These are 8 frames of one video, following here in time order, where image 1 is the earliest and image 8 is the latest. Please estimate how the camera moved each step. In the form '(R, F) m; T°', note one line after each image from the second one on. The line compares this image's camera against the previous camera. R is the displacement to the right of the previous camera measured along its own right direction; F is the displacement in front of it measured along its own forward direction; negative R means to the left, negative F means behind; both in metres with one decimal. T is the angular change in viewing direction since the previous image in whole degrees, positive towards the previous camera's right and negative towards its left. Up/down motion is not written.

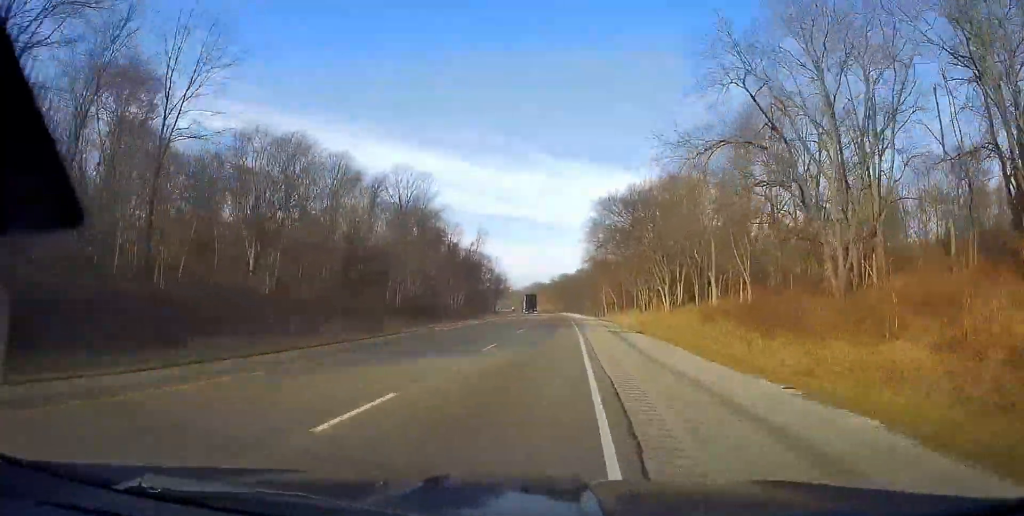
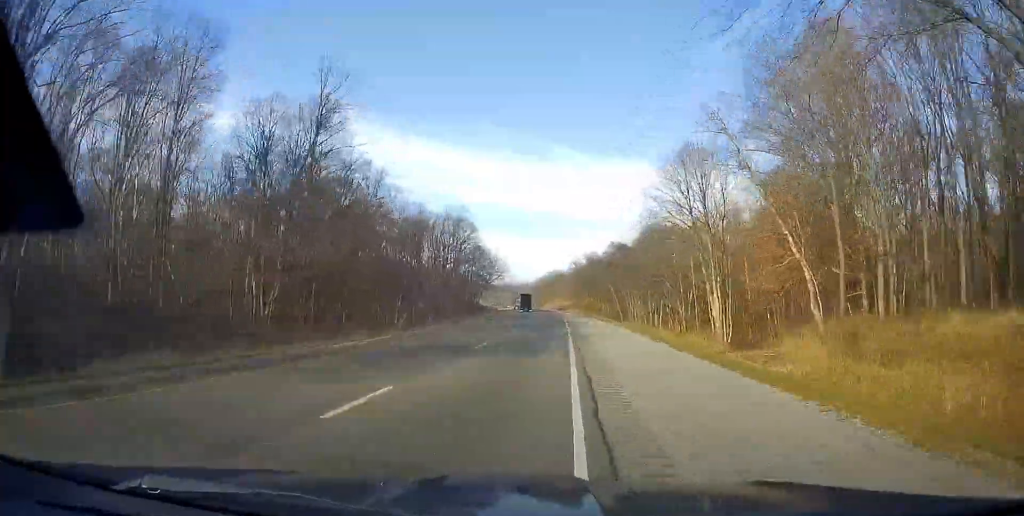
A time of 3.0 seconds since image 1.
(-3.4, +97.1) m; -3°
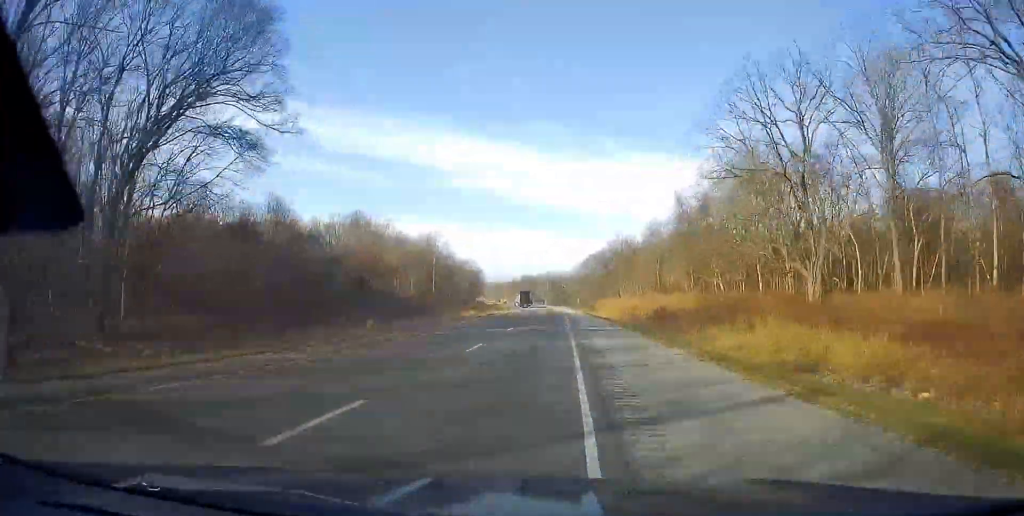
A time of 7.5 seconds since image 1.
(-6.5, +148.9) m; -5°
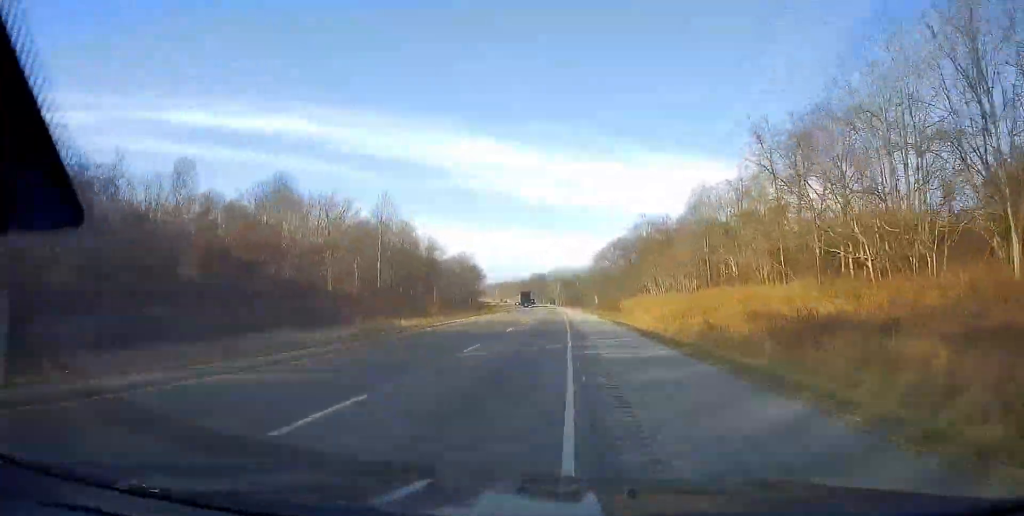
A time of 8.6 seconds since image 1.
(+0.1, +36.3) m; -1°
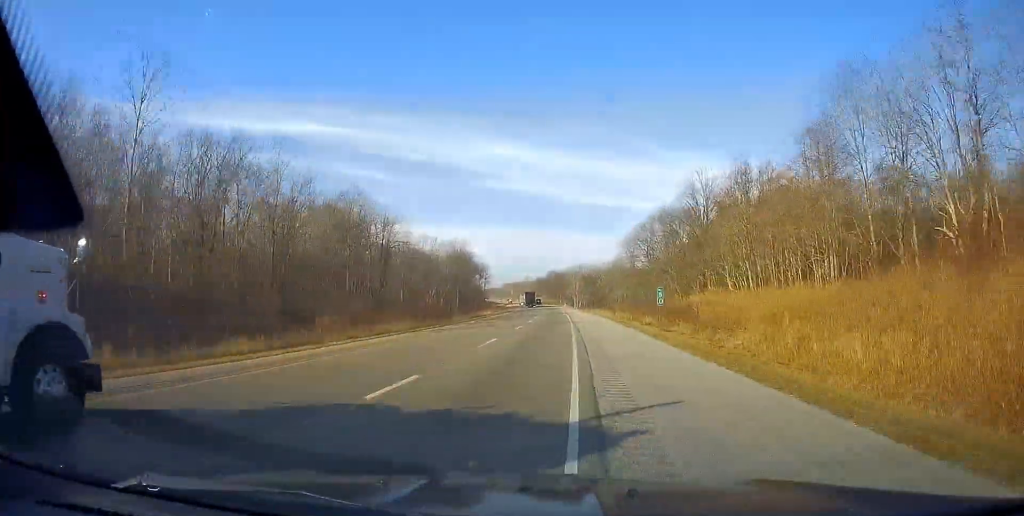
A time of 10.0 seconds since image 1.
(-1.0, +46.0) m; -2°
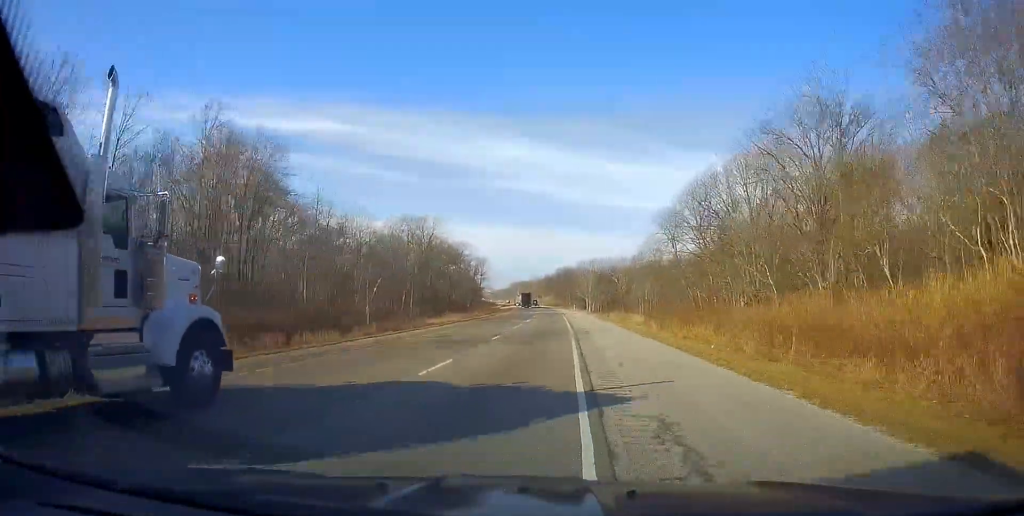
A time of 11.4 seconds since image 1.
(-0.7, +46.0) m; -2°
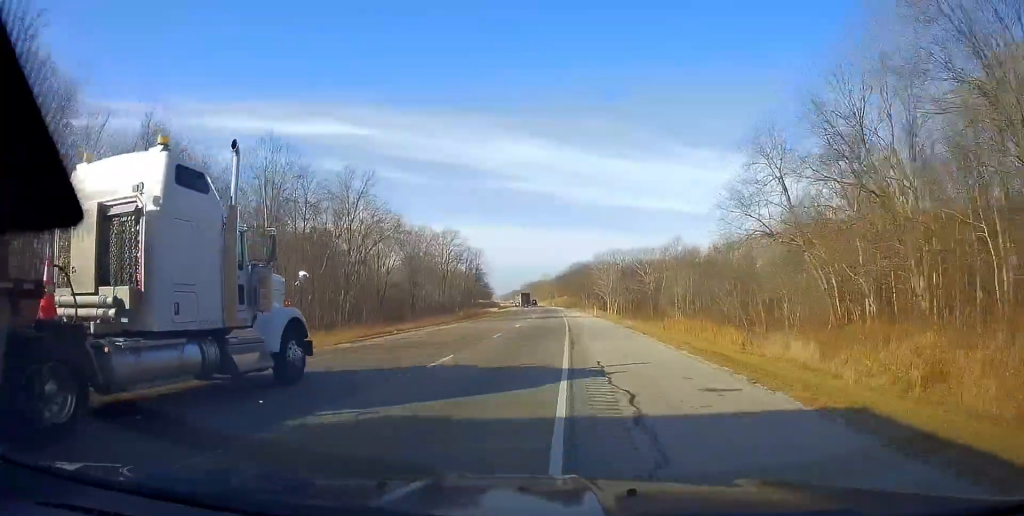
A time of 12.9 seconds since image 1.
(-0.4, +48.1) m; -1°
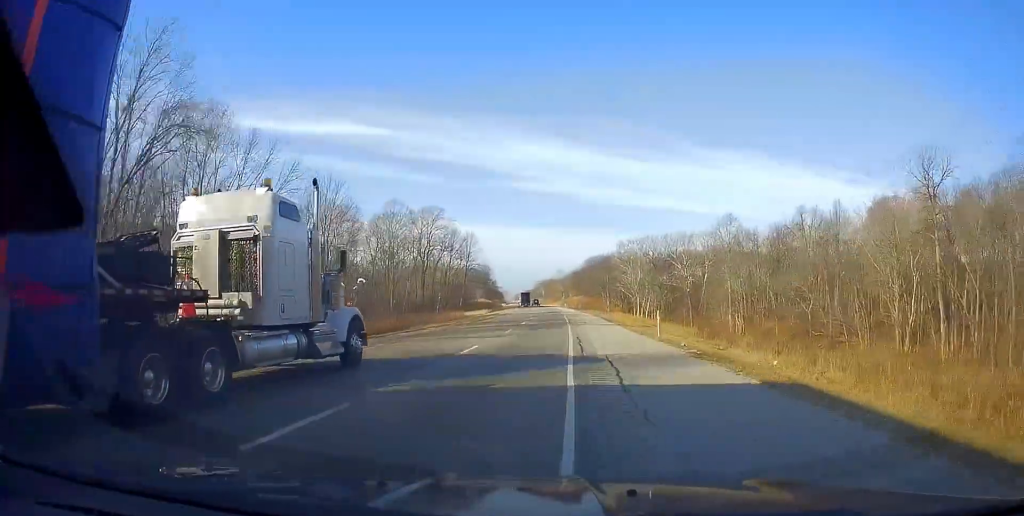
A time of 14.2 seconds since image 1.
(-0.6, +44.7) m; -2°
